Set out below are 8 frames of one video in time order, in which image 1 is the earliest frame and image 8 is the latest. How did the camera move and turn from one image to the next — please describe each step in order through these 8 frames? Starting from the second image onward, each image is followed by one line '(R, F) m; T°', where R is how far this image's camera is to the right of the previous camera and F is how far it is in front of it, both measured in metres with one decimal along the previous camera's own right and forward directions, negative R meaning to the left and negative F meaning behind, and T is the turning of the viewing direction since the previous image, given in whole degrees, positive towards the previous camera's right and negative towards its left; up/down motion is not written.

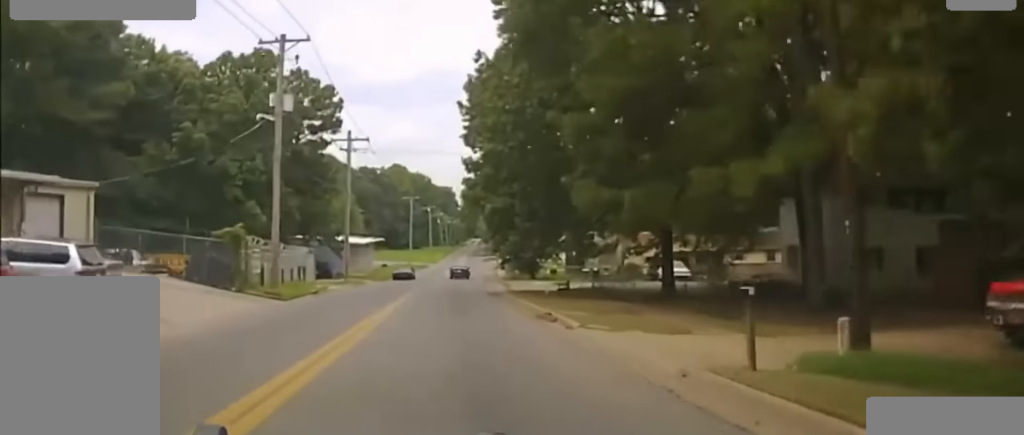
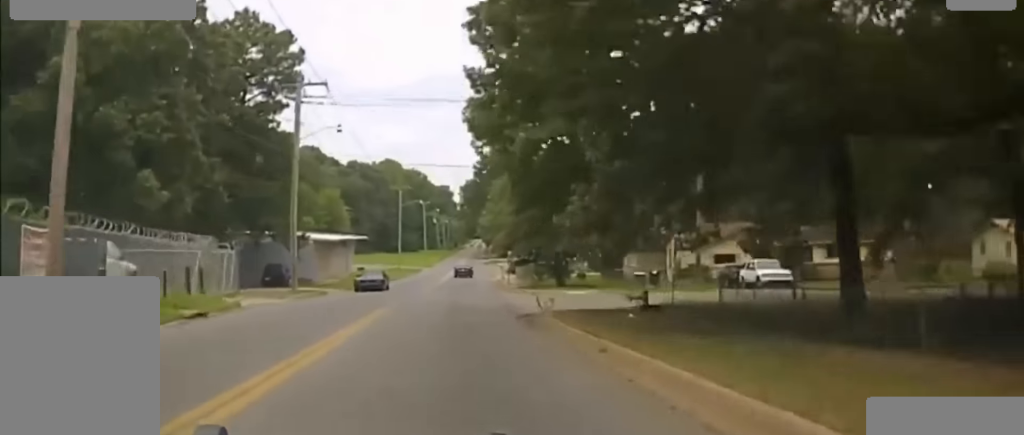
(0.0, +24.4) m; +1°
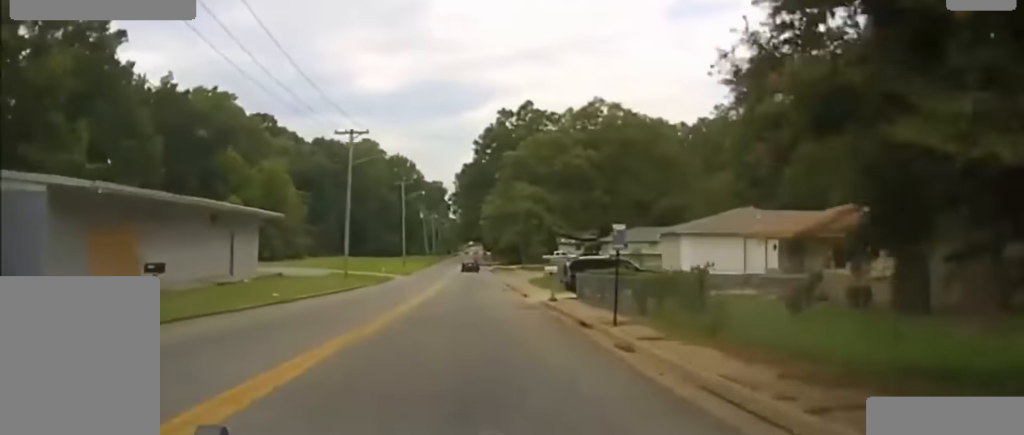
(+0.8, +55.7) m; +1°
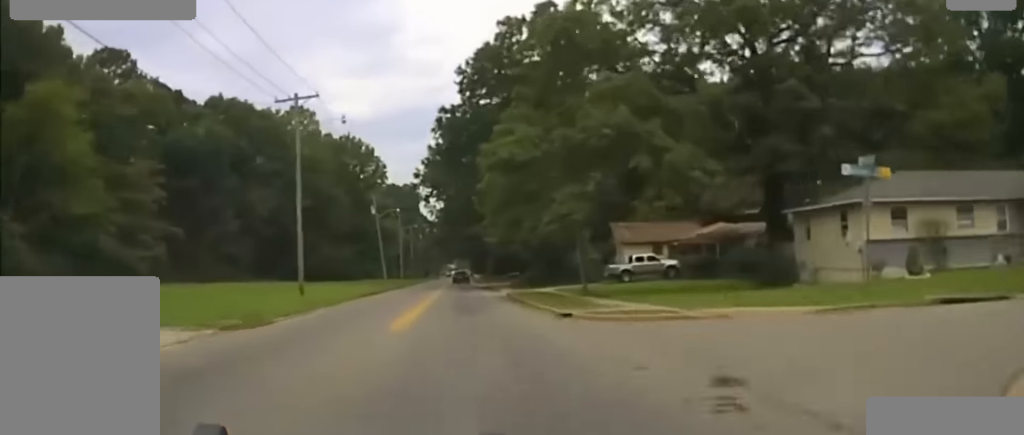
(+1.1, +67.0) m; +2°
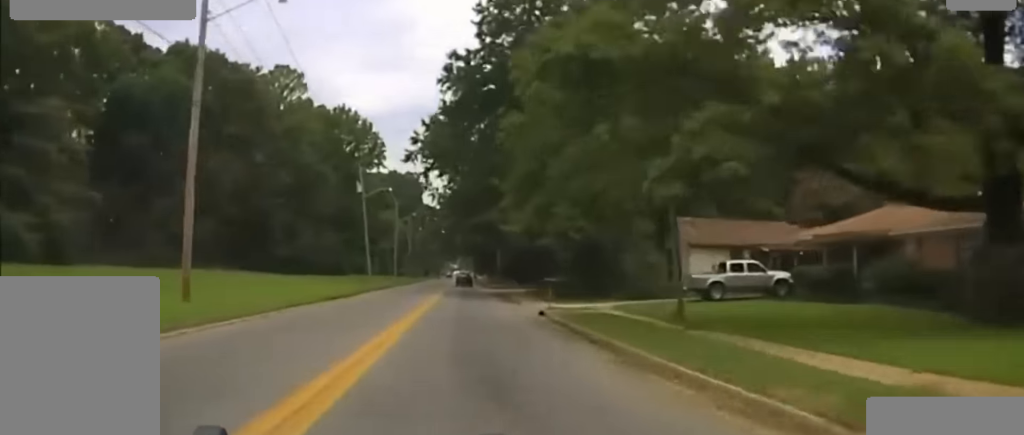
(0.0, +17.4) m; 0°
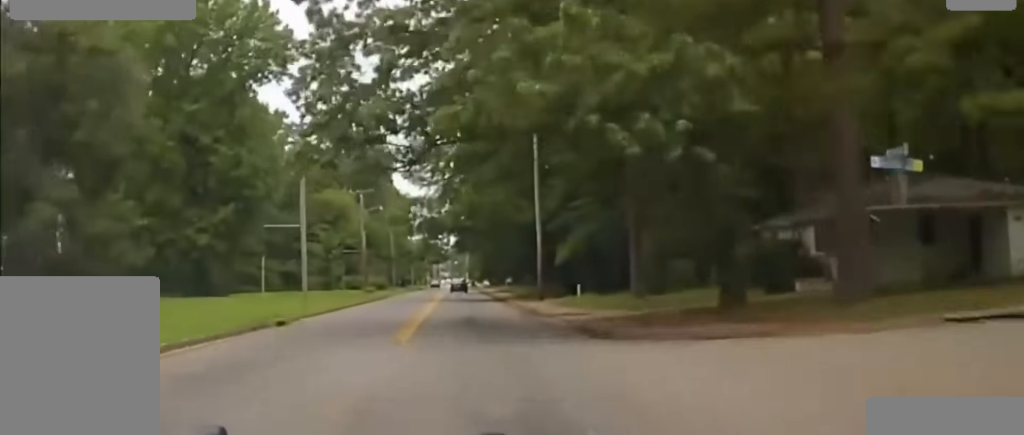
(-0.1, +51.0) m; 0°
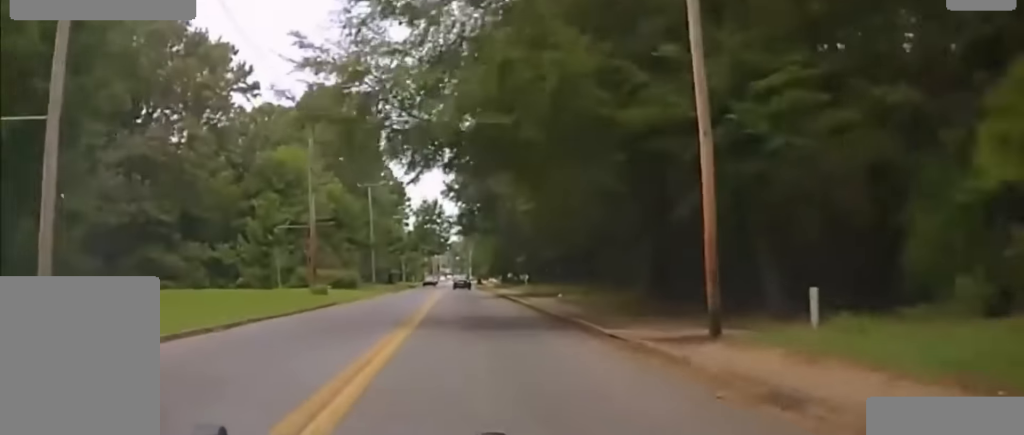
(-0.1, +26.3) m; 0°
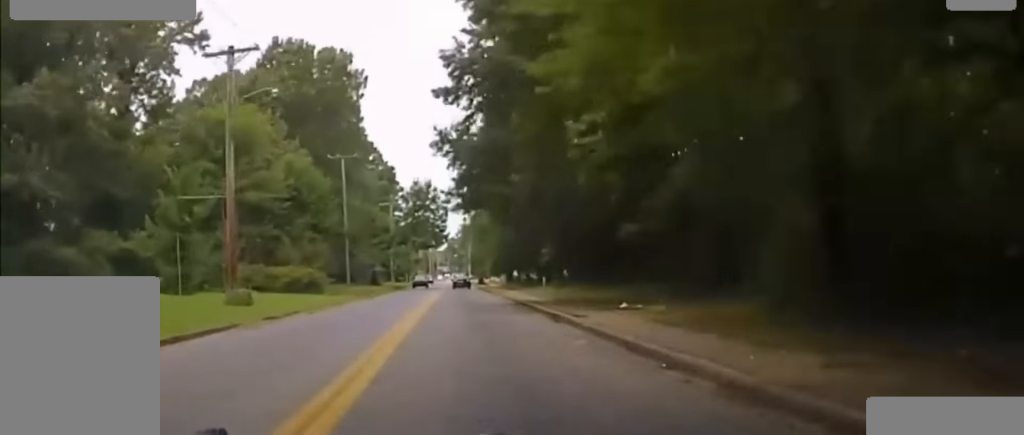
(0.0, +16.1) m; 0°
